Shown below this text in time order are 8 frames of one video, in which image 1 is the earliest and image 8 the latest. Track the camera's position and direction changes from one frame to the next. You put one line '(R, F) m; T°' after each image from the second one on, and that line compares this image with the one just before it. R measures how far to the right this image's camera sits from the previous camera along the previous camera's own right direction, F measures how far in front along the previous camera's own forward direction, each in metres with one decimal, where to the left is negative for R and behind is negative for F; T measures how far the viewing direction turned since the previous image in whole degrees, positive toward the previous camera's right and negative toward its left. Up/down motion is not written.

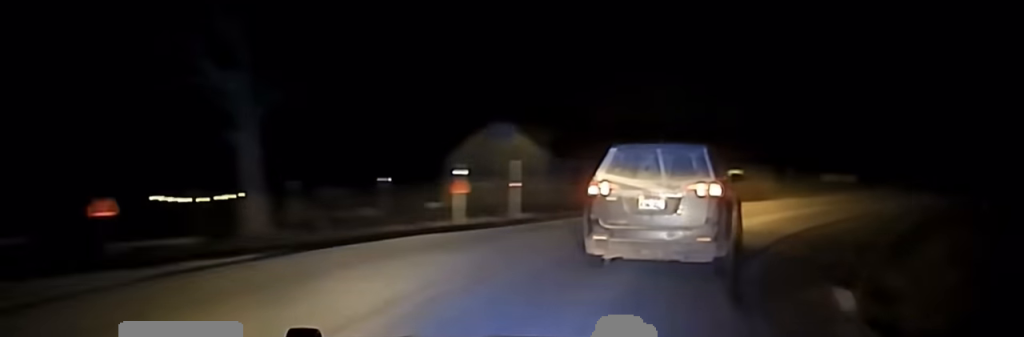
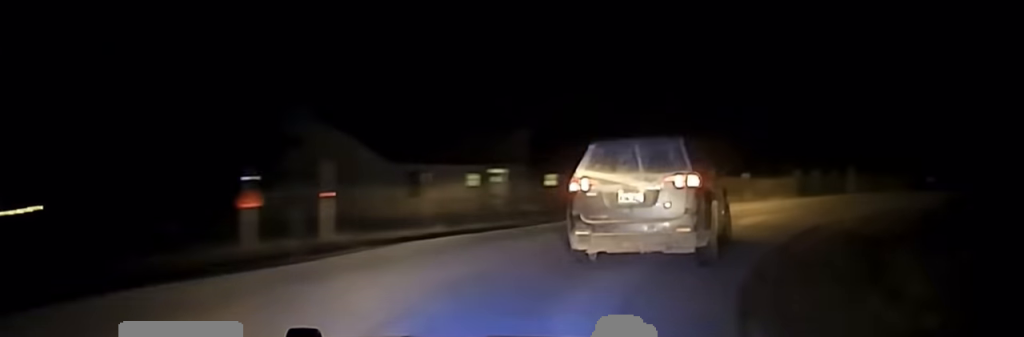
(+0.5, +6.3) m; +10°
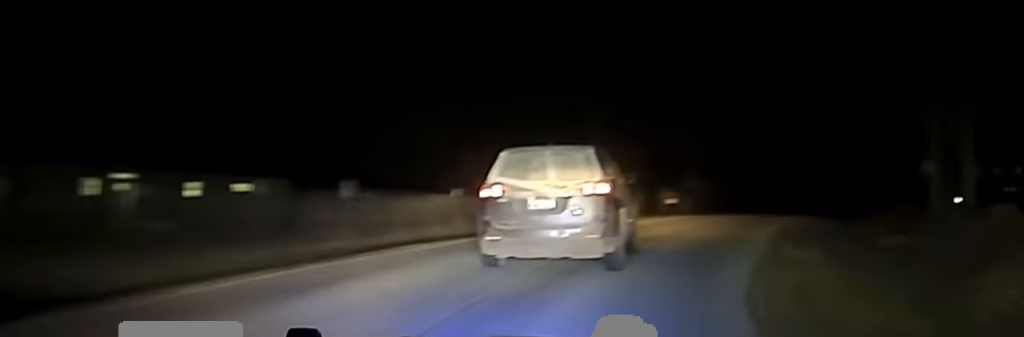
(+1.1, +12.4) m; +17°
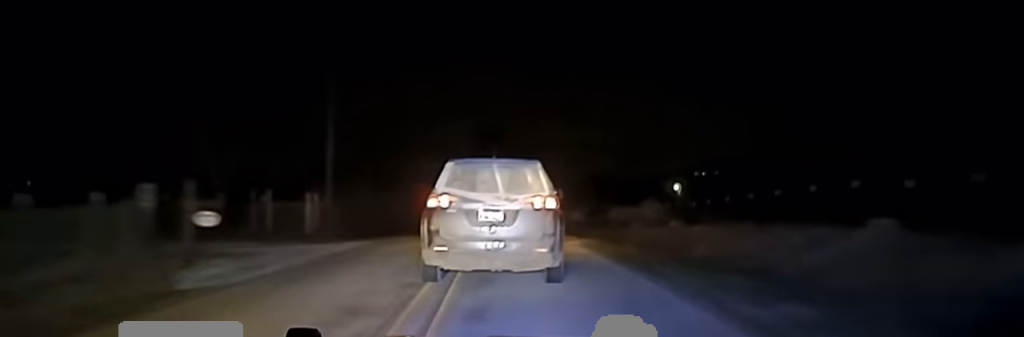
(+6.5, +34.5) m; +11°
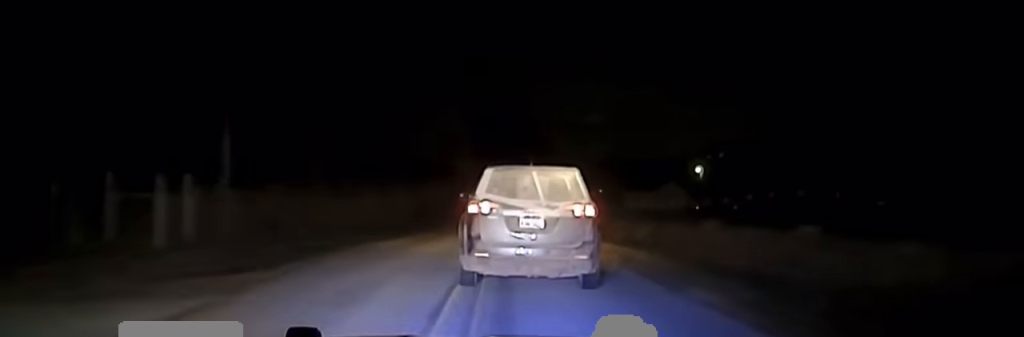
(0.0, +17.9) m; +1°
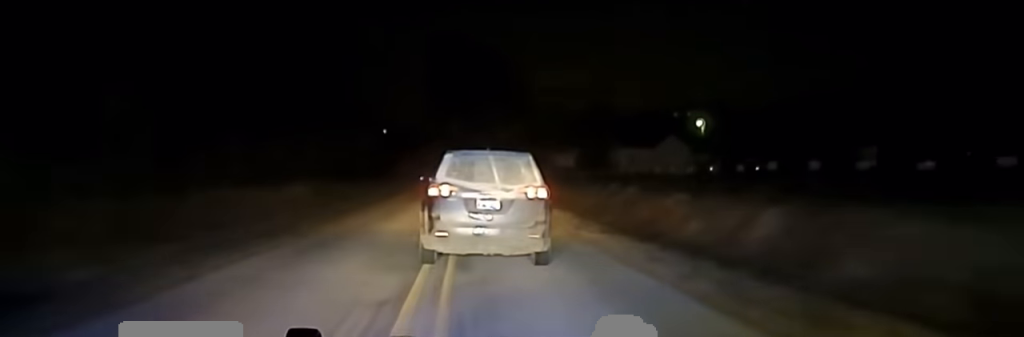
(+0.5, +25.5) m; +1°
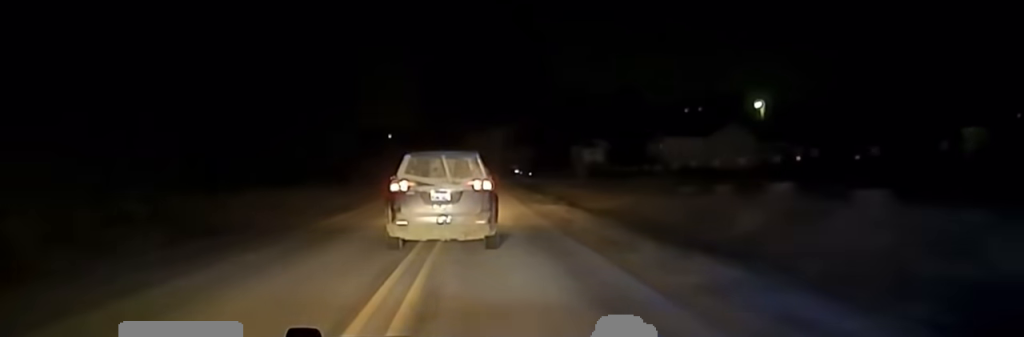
(-0.3, +25.6) m; -1°
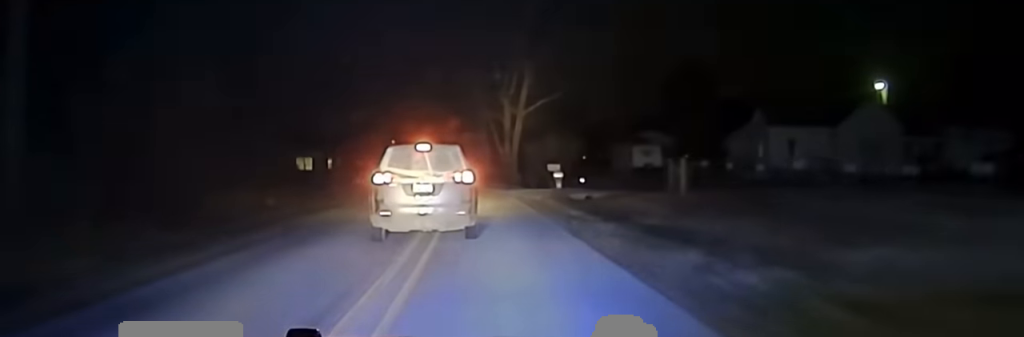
(+0.2, +30.2) m; 0°
